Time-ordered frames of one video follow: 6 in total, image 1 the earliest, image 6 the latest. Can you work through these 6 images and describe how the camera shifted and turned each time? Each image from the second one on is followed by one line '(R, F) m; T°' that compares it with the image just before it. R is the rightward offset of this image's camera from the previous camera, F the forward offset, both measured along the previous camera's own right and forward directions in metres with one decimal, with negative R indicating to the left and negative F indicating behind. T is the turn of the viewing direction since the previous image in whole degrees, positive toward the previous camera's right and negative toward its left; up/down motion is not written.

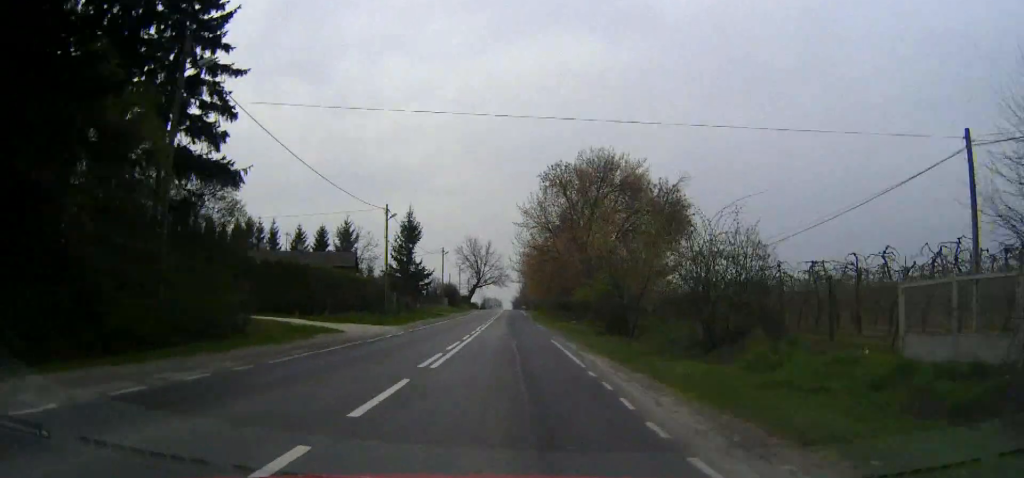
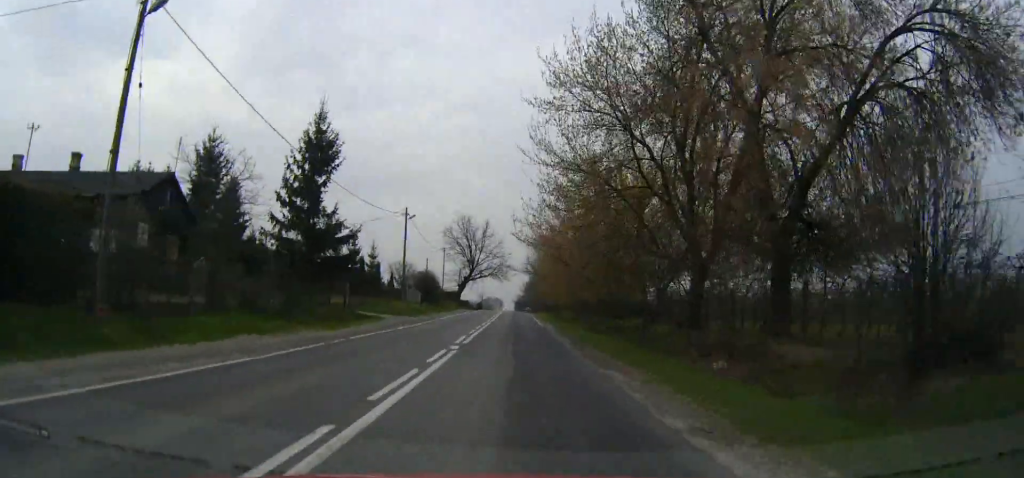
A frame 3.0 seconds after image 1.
(0.0, +40.8) m; 0°
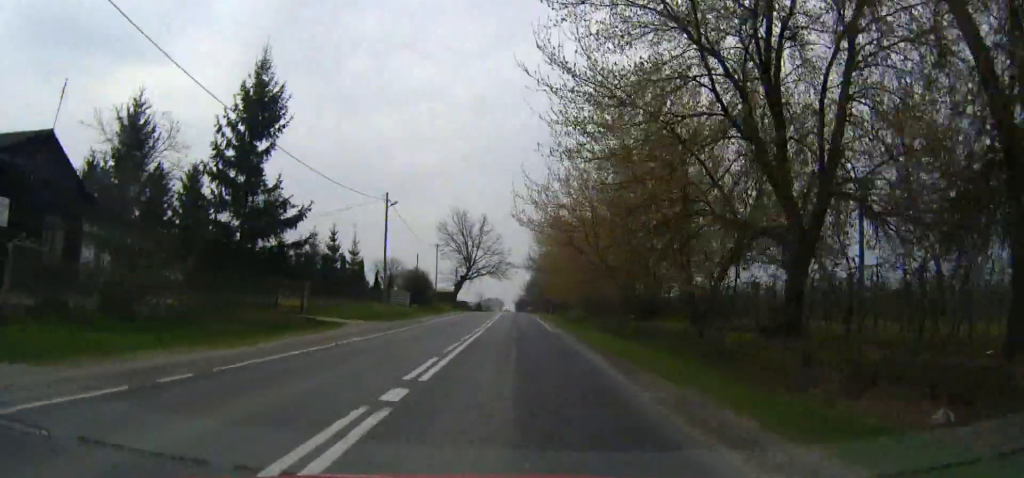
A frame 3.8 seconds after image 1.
(0.0, +9.9) m; 0°
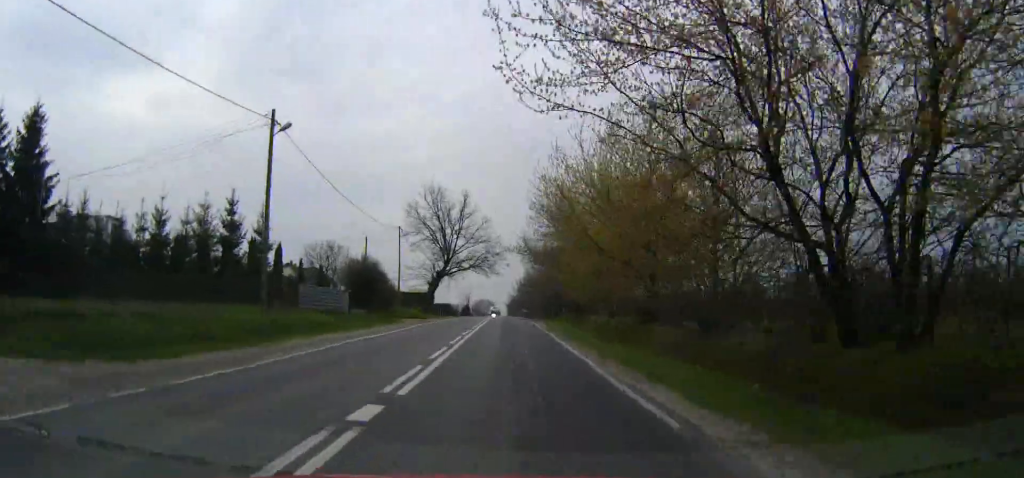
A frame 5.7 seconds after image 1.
(+0.2, +25.6) m; 0°
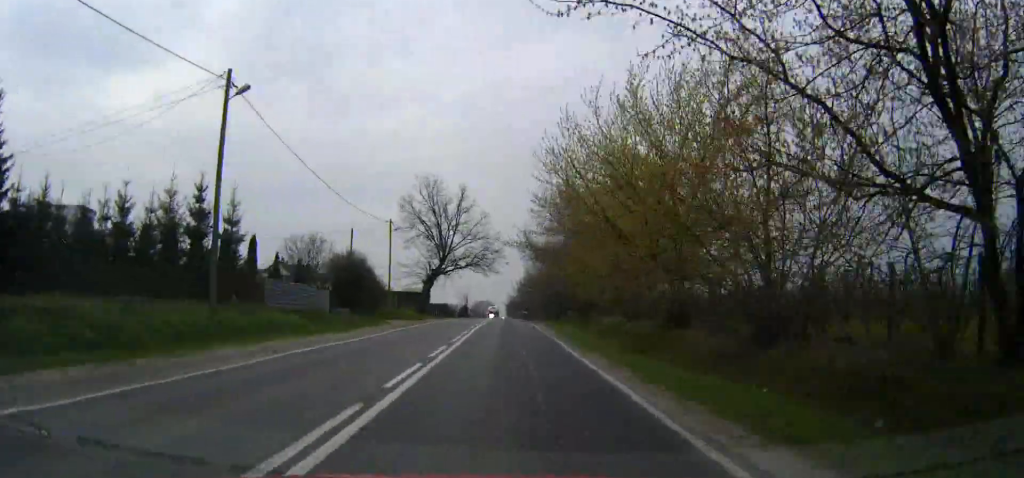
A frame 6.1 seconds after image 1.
(0.0, +5.4) m; 0°
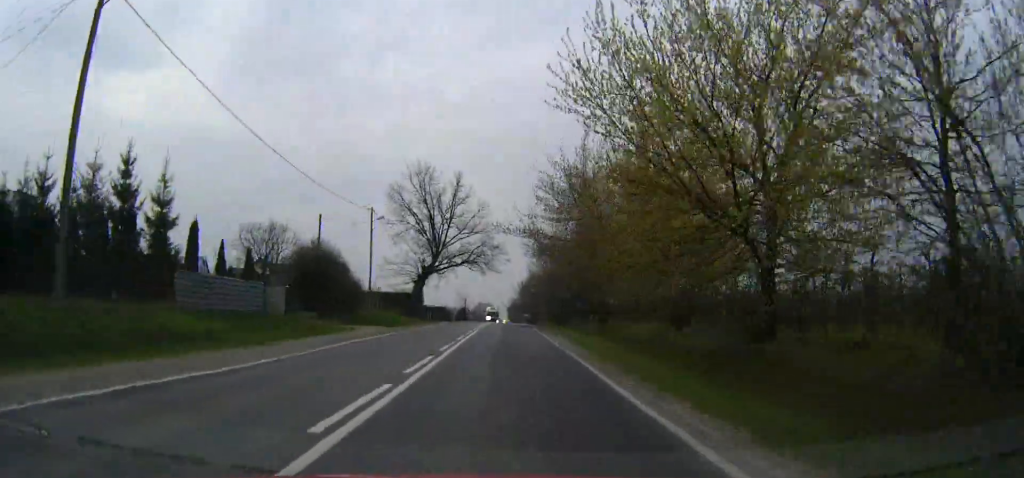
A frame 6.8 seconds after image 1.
(0.0, +9.5) m; 0°
